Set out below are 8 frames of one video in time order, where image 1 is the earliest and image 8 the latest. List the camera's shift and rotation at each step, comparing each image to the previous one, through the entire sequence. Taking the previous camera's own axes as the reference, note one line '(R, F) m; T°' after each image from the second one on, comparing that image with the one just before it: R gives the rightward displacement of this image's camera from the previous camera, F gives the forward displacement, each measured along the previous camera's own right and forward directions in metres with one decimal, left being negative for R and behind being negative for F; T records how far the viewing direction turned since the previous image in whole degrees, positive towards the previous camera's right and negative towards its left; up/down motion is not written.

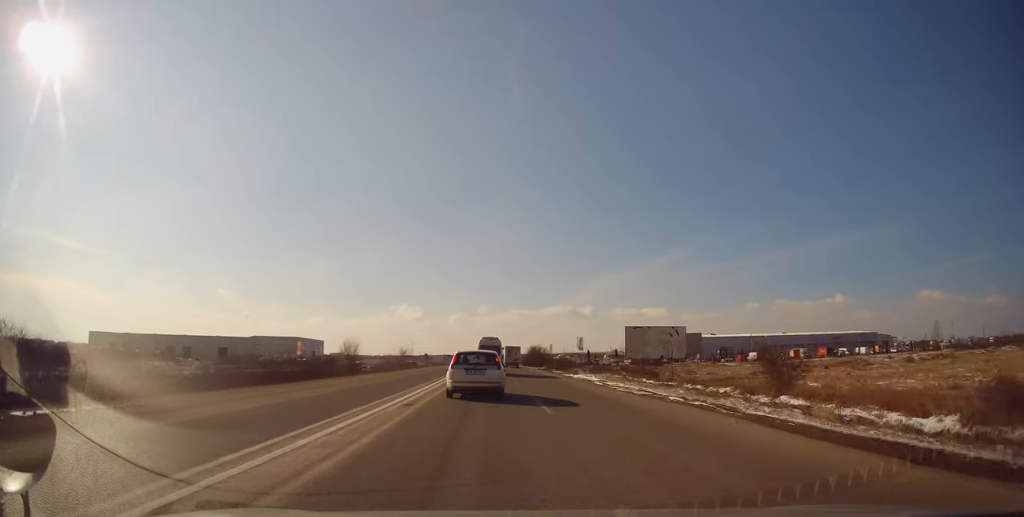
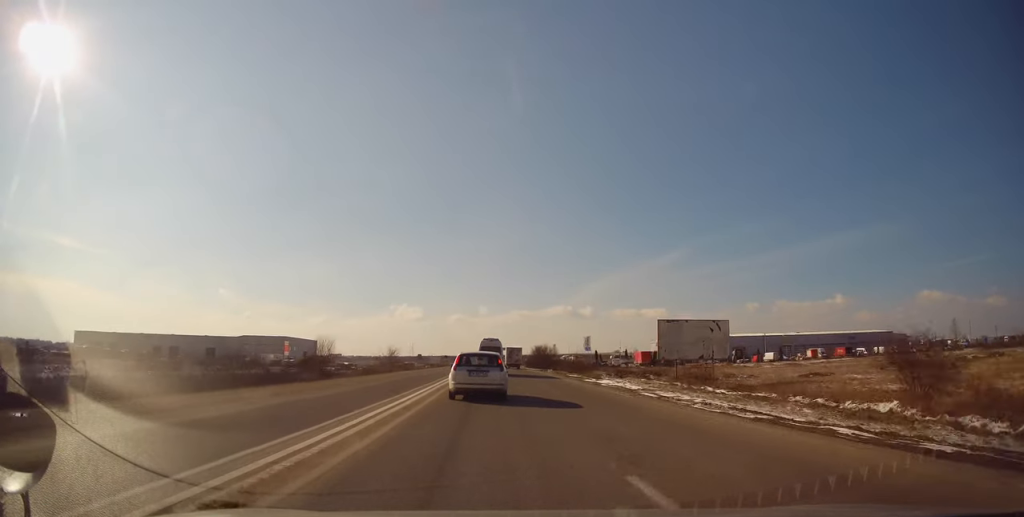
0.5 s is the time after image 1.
(+0.2, +9.8) m; 0°
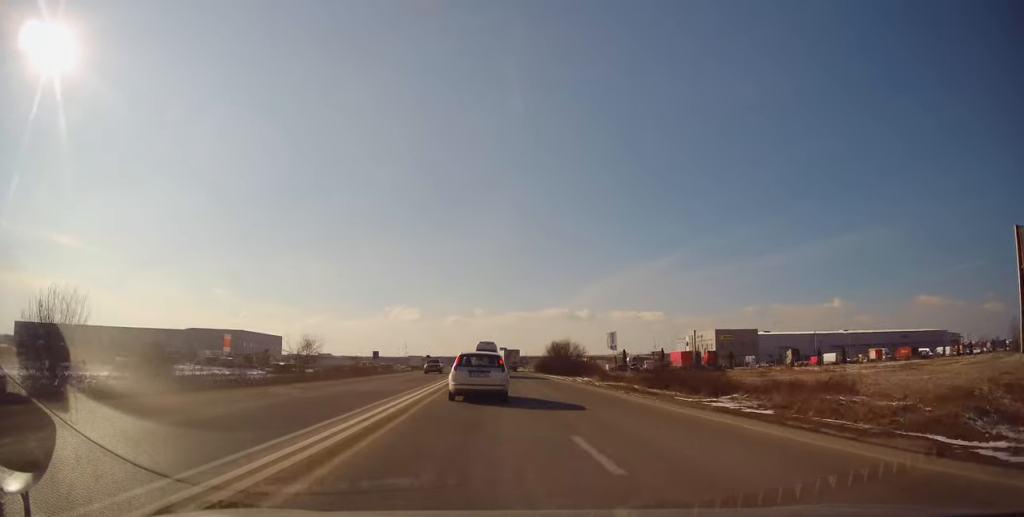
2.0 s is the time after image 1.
(0.0, +32.0) m; +2°
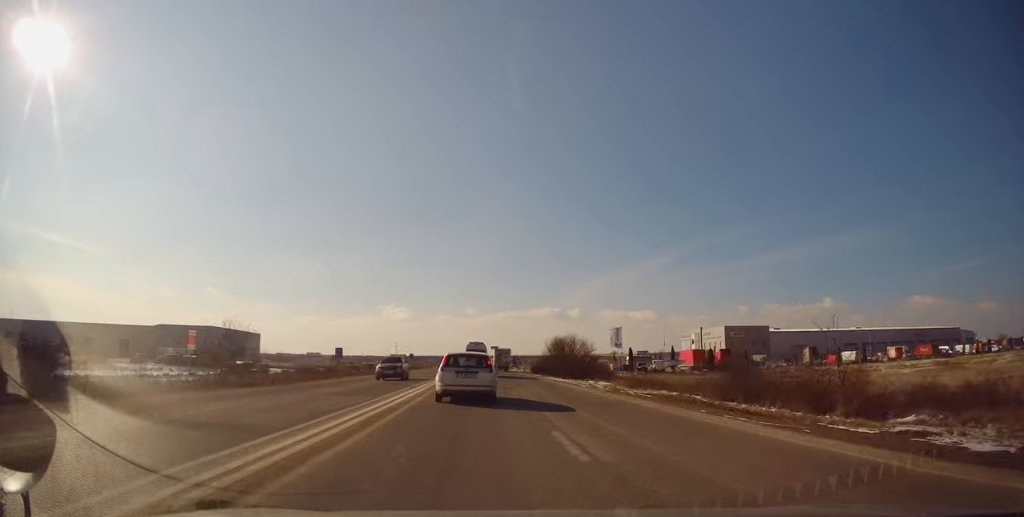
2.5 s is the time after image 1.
(+0.4, +10.9) m; +1°
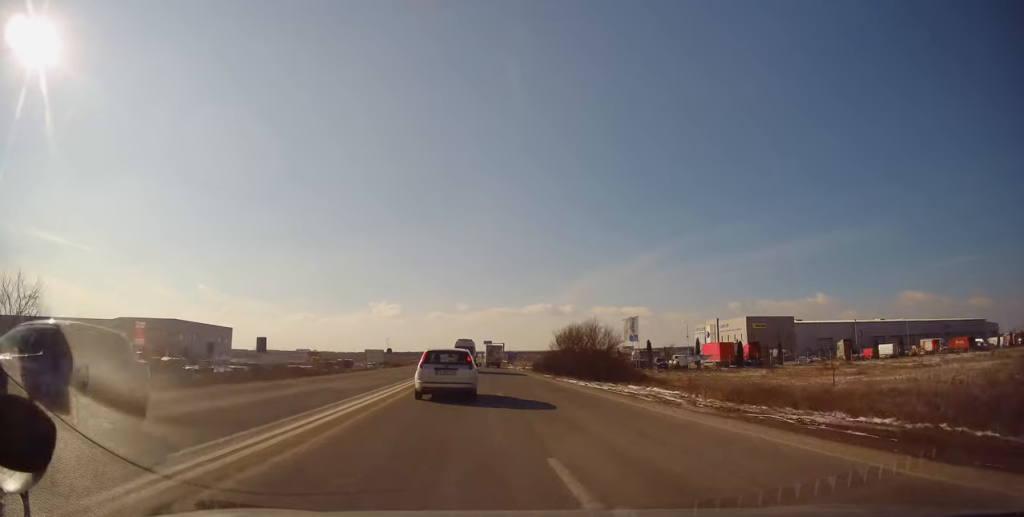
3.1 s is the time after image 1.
(+0.6, +14.6) m; +1°
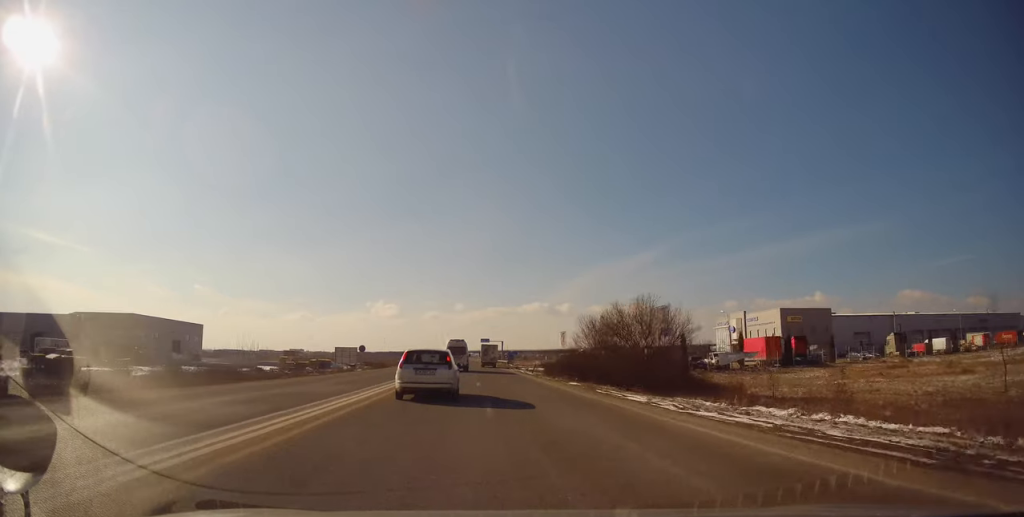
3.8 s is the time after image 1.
(-0.4, +15.6) m; -1°
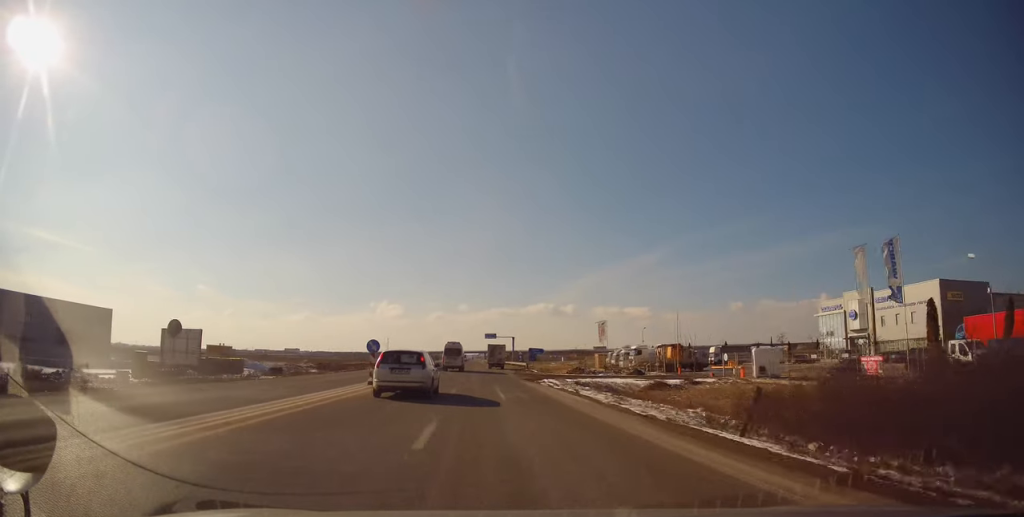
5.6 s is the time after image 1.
(-0.5, +40.4) m; -1°
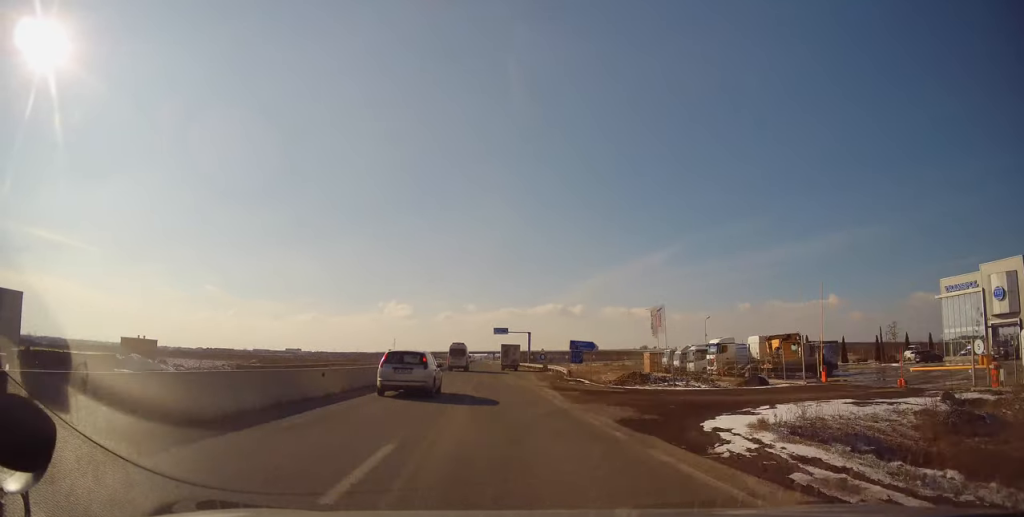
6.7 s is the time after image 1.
(0.0, +26.4) m; 0°
